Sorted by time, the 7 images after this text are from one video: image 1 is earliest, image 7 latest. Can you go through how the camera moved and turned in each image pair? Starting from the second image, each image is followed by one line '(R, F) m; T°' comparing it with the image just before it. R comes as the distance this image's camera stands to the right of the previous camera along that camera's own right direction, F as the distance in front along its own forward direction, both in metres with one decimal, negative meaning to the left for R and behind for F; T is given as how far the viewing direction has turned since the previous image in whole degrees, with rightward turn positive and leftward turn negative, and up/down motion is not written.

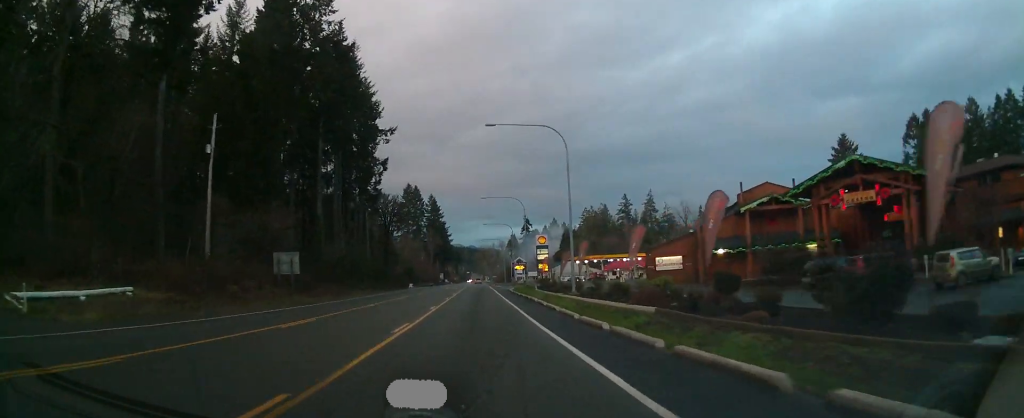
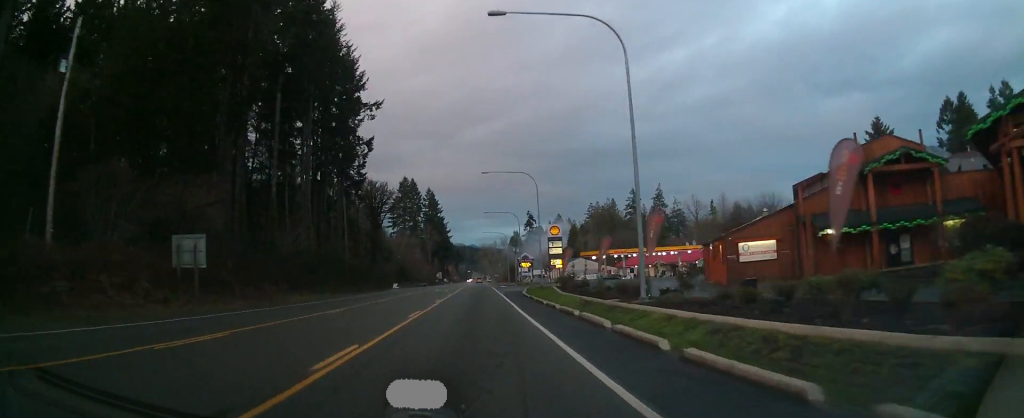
(0.0, +19.6) m; 0°
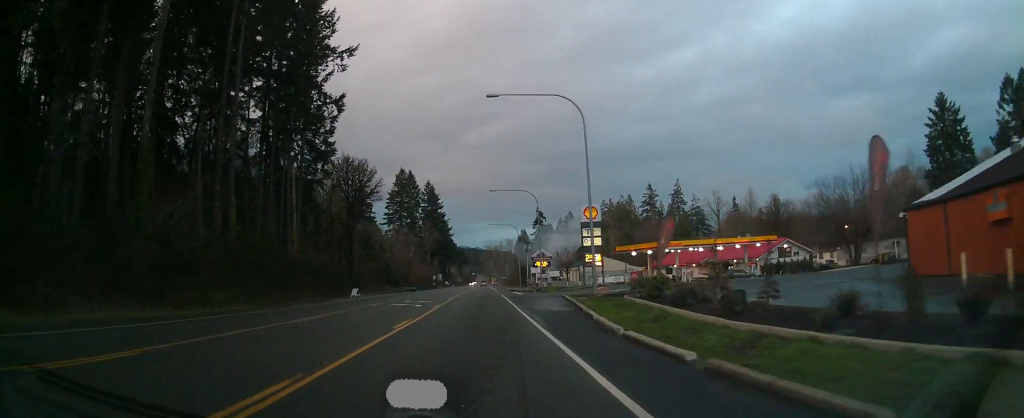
(-0.1, +29.3) m; 0°
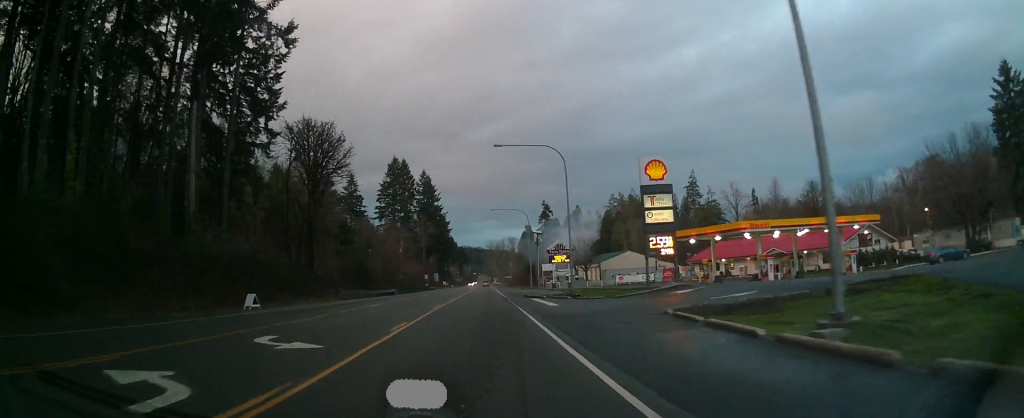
(+0.1, +25.9) m; 0°
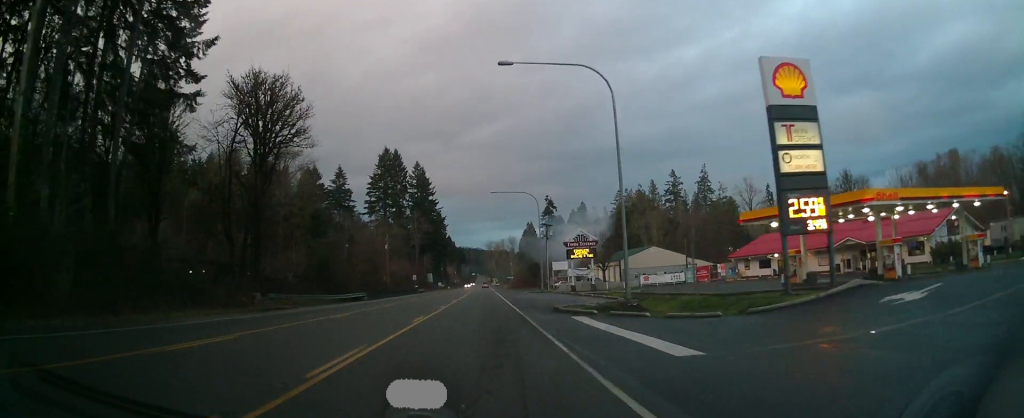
(0.0, +20.1) m; 0°
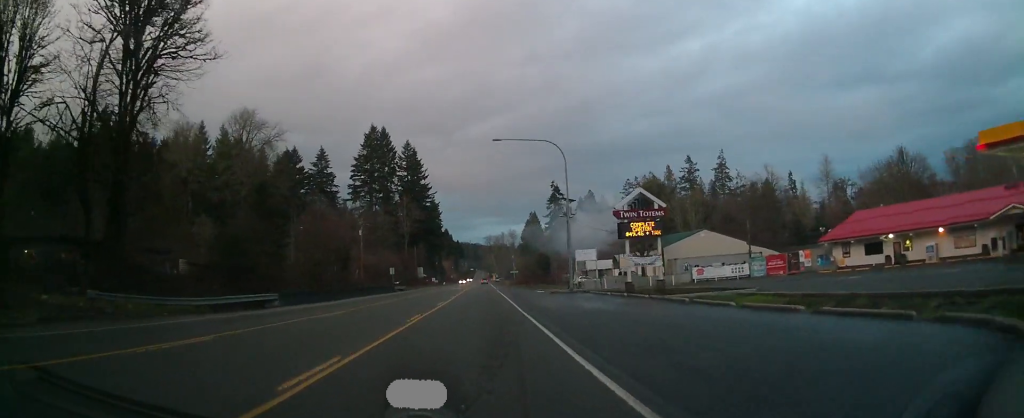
(0.0, +26.4) m; 0°
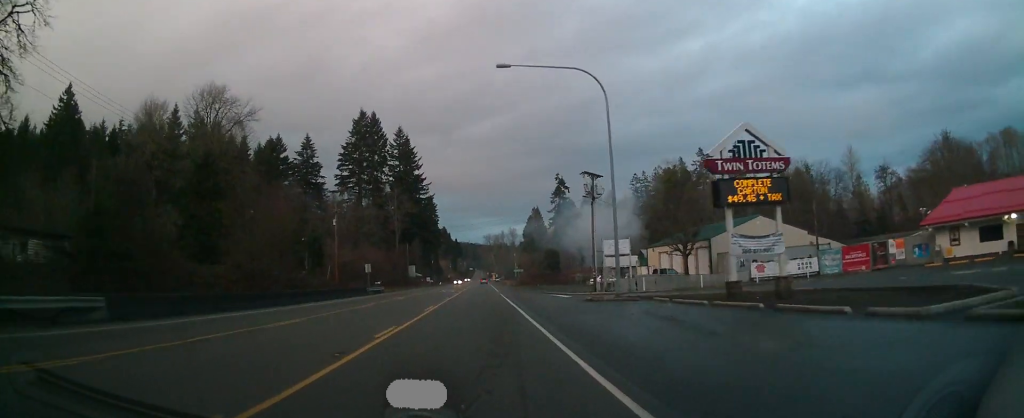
(0.0, +17.4) m; 0°
